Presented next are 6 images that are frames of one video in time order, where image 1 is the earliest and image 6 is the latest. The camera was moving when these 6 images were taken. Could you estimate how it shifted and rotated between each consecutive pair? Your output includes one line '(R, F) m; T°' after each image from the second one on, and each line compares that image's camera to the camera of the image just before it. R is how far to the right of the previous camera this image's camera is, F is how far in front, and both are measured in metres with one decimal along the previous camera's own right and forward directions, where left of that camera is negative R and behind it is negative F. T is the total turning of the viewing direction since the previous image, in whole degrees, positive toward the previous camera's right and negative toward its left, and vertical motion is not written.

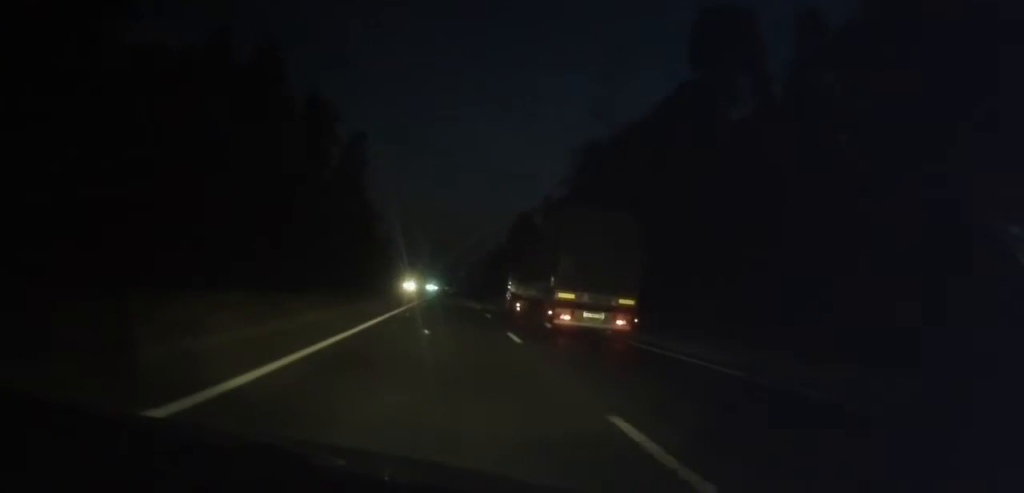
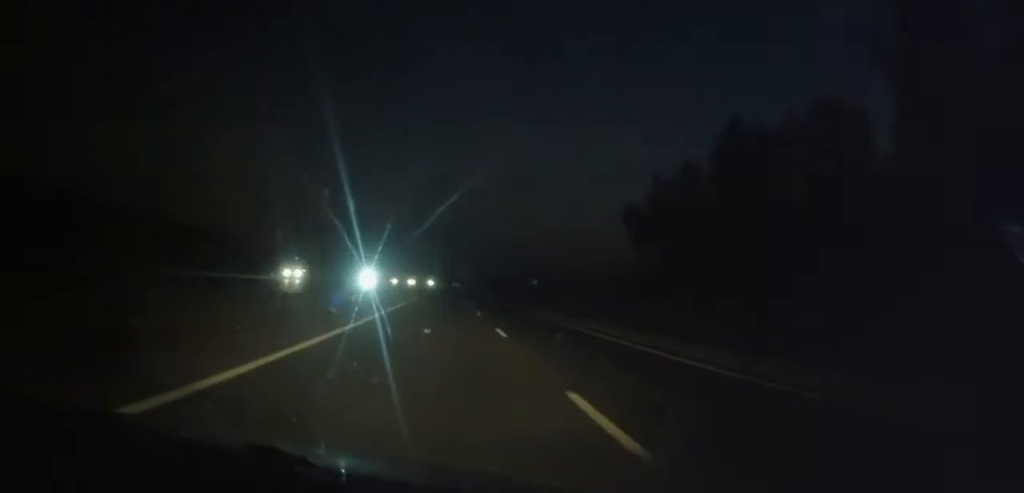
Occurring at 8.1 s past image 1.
(-2.6, +254.6) m; -1°
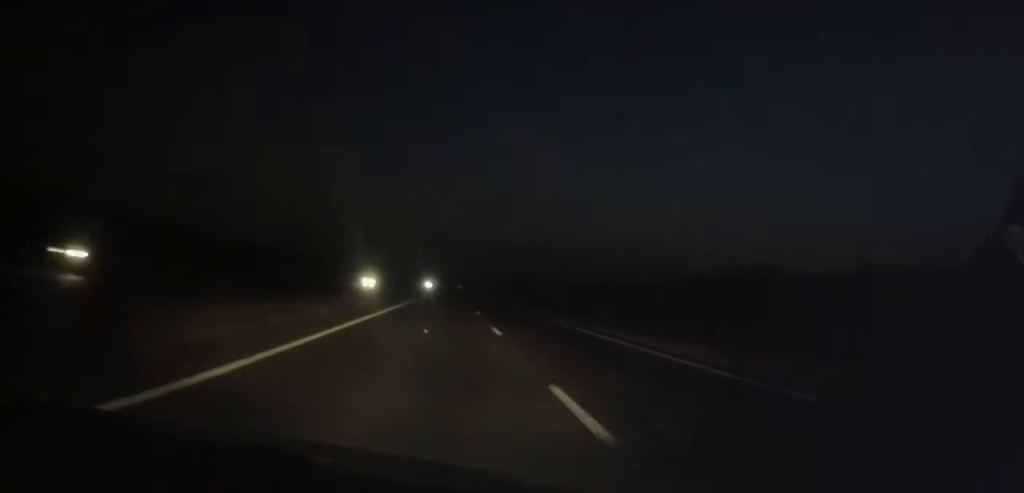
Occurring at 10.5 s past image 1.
(-0.8, +80.8) m; 0°
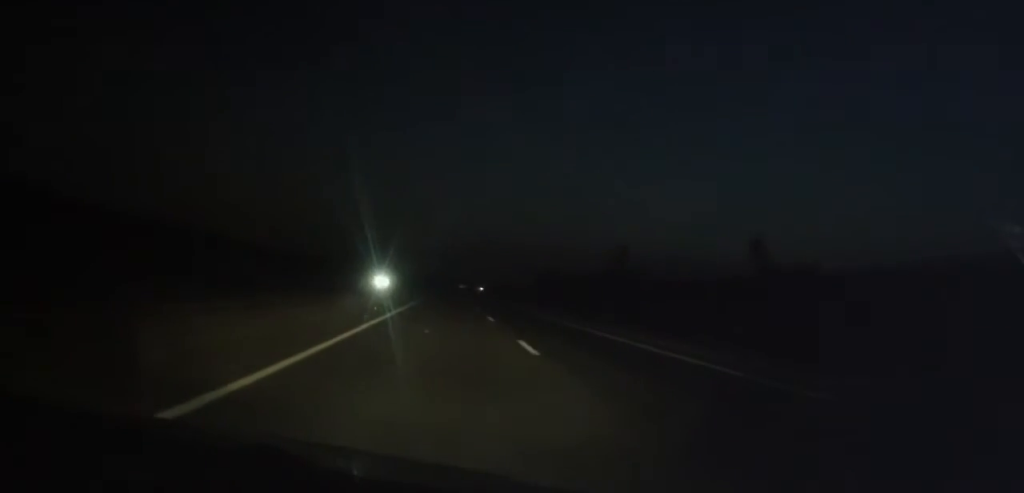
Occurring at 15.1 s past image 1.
(-0.2, +135.3) m; 0°
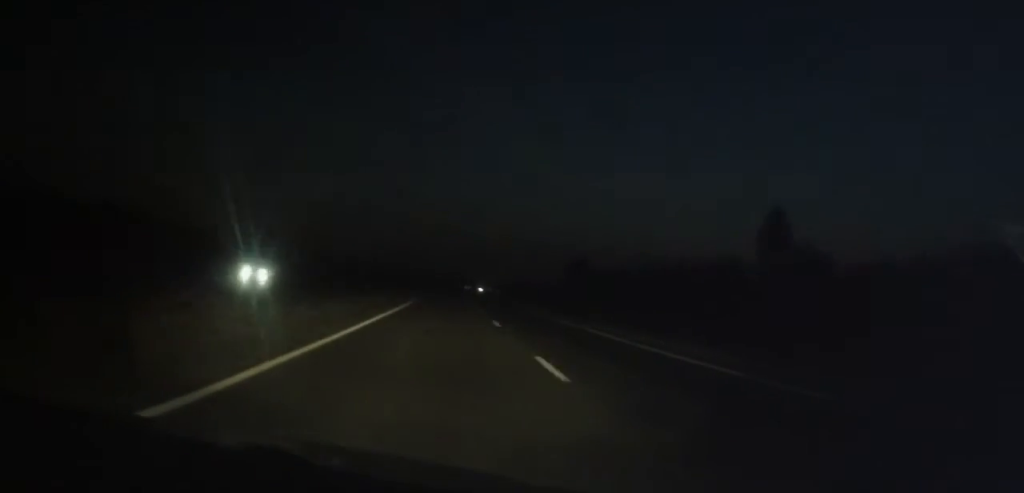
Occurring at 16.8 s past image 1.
(+0.1, +47.2) m; 0°
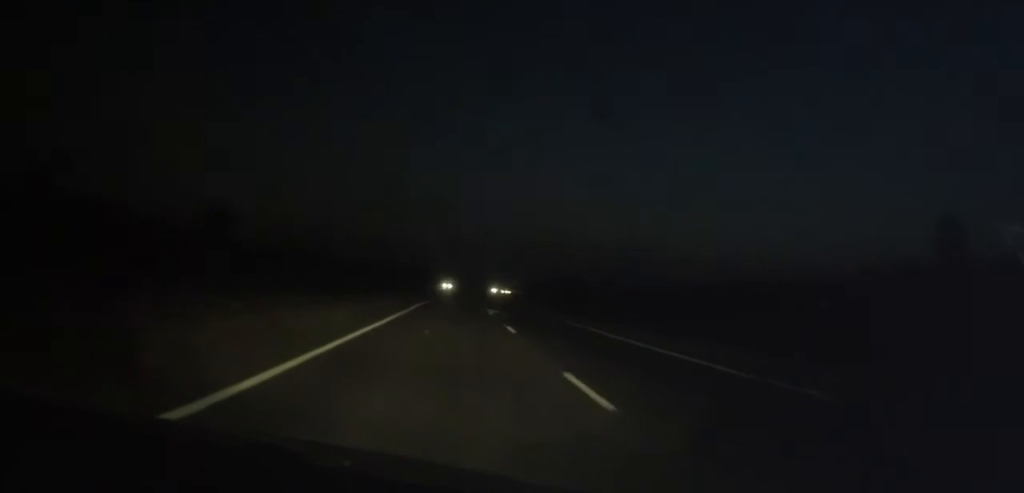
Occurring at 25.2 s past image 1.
(+0.2, +258.4) m; +1°
